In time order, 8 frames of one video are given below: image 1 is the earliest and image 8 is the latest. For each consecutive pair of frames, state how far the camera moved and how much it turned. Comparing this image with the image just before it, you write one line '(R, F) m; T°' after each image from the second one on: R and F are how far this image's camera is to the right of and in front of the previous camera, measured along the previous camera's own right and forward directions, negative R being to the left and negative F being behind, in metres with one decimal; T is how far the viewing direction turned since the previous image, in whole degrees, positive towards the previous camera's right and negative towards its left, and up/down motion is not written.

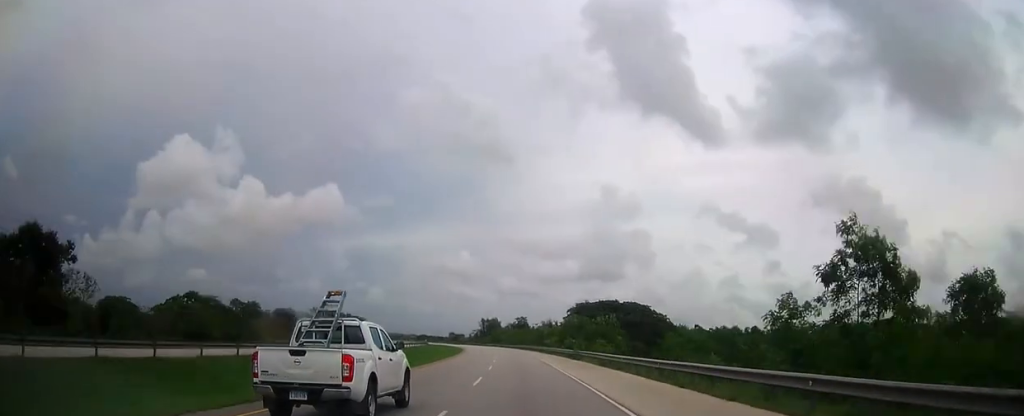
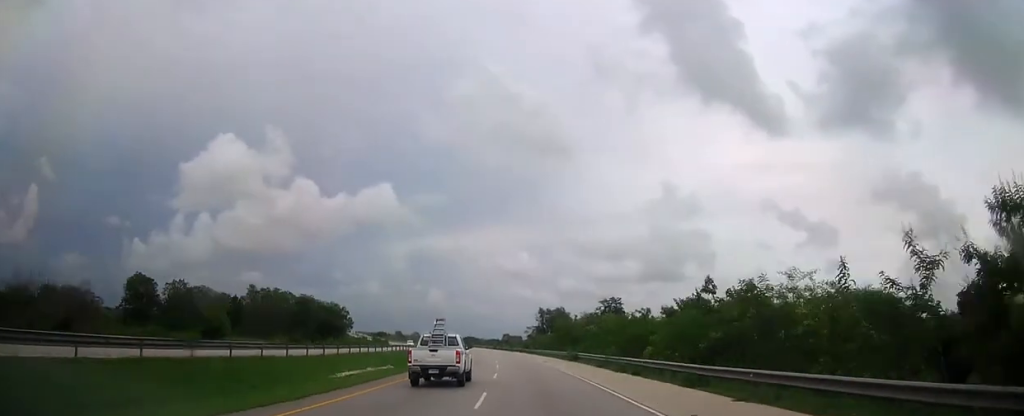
(-6.6, +115.9) m; -6°
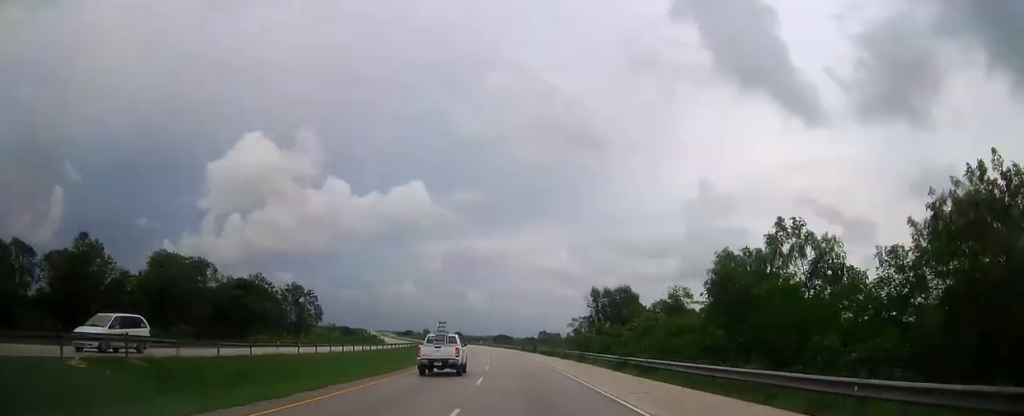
(-1.9, +66.2) m; -4°
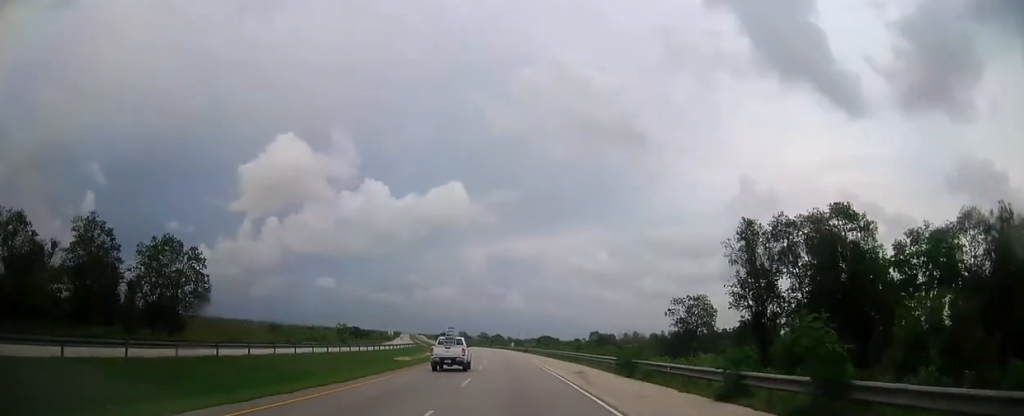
(-2.7, +72.0) m; -4°
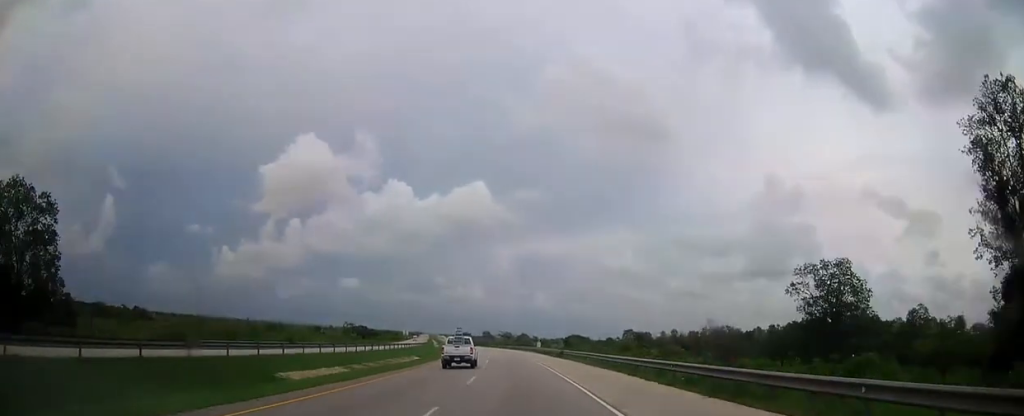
(-0.6, +34.5) m; -2°
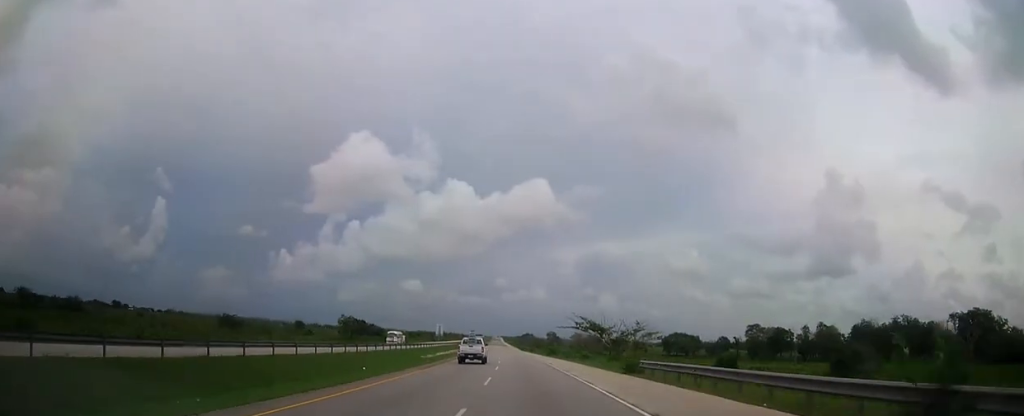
(-5.0, +104.1) m; -5°
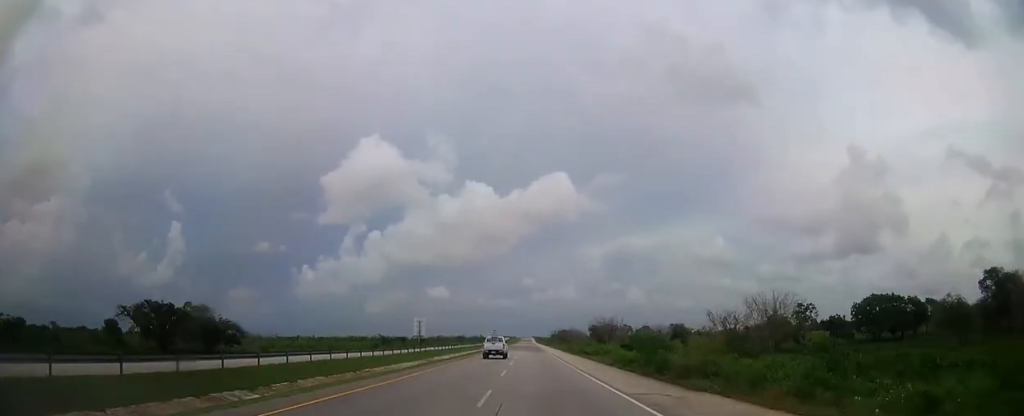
(-4.3, +122.0) m; -3°
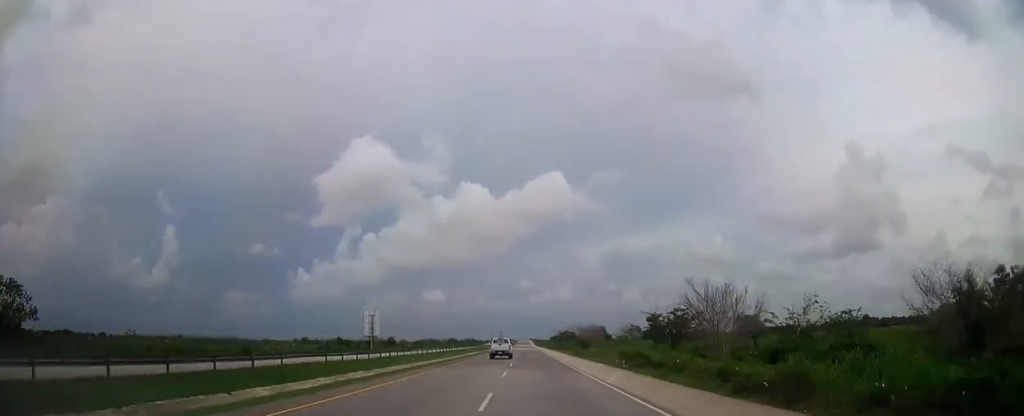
(-0.2, +48.7) m; 0°
